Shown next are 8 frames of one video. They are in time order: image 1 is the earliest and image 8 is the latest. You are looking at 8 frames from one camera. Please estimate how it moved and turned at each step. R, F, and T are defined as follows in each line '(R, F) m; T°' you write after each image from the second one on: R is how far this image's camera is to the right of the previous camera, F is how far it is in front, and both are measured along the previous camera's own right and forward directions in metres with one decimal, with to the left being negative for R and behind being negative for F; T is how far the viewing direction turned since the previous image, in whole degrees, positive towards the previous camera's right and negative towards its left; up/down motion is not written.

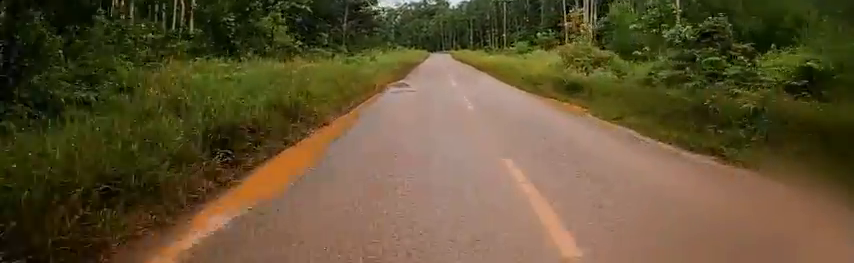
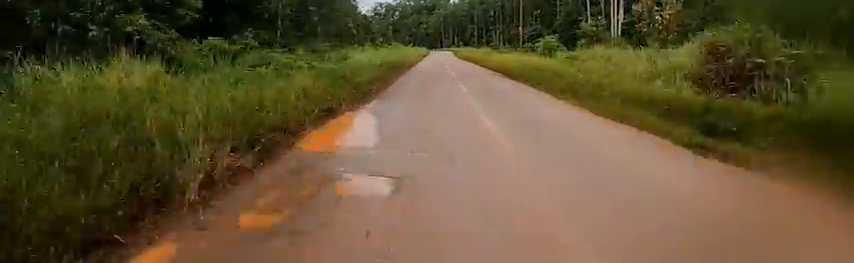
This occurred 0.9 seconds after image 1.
(+0.1, +12.3) m; 0°
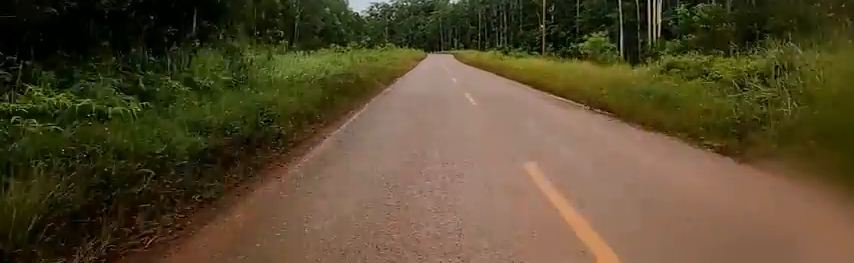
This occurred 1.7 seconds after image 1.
(0.0, +12.4) m; 0°
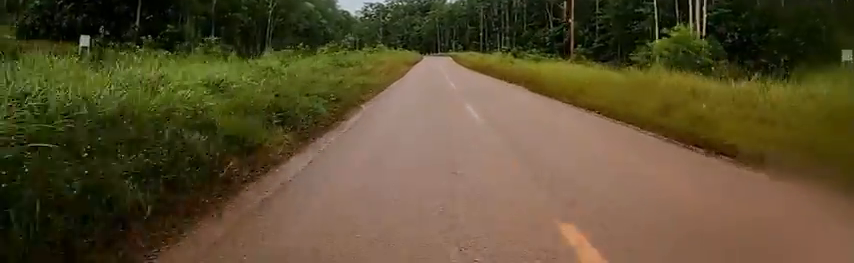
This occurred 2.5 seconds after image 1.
(0.0, +10.6) m; 0°
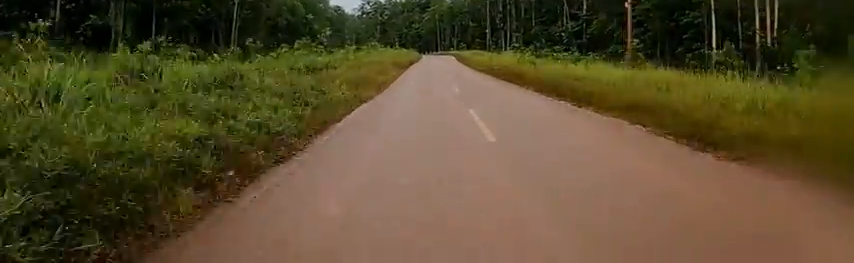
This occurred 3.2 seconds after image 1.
(0.0, +10.3) m; +1°
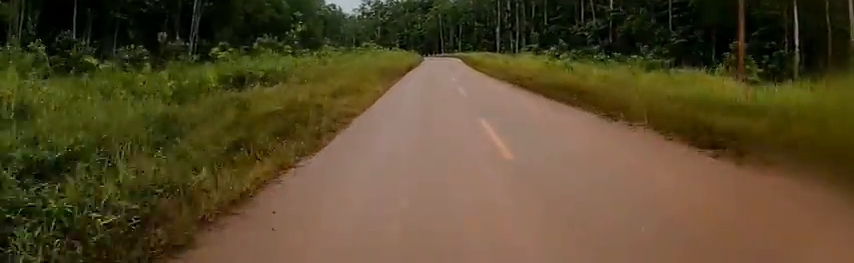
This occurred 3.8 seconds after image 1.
(+0.1, +9.4) m; -1°
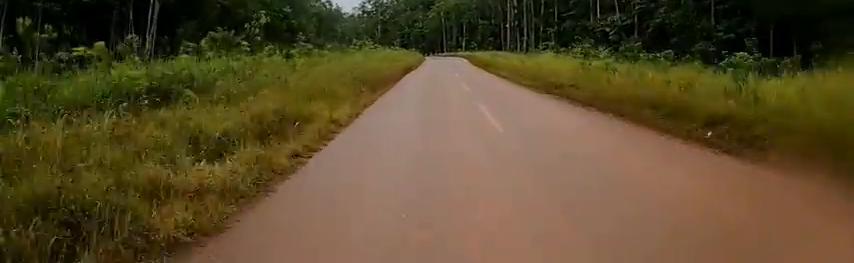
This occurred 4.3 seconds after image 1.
(+0.2, +7.0) m; -1°
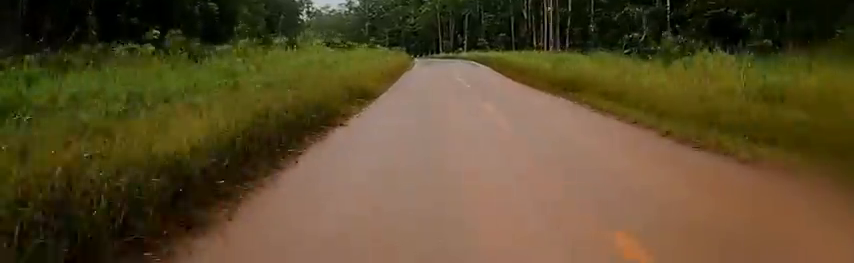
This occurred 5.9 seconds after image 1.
(-1.5, +23.3) m; -4°
